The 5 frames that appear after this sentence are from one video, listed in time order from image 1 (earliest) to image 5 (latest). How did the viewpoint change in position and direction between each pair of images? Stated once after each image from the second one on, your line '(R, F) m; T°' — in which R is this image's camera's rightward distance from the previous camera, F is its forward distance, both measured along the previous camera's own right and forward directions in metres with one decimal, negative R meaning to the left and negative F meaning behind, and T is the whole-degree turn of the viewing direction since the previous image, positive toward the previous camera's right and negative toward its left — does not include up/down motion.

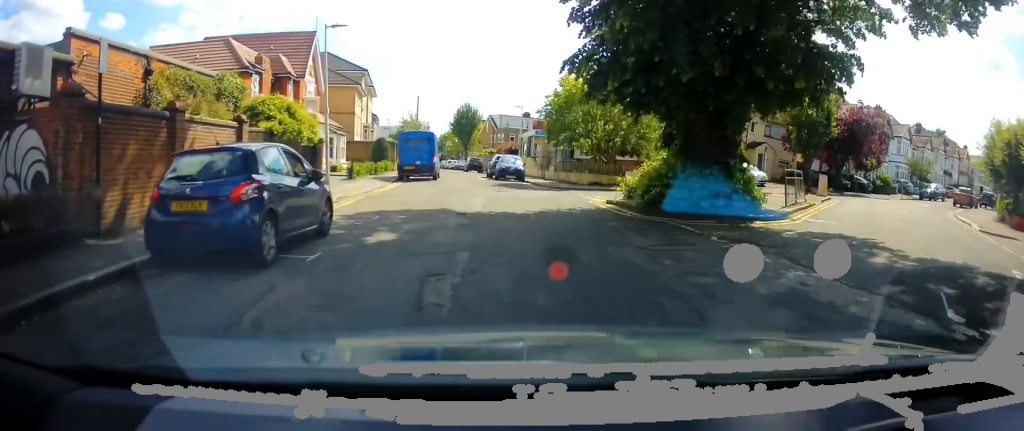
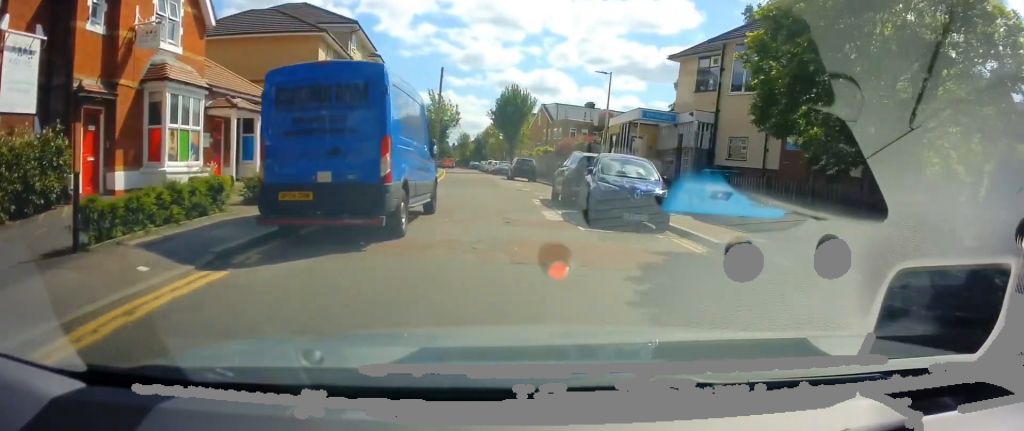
(-0.4, +20.9) m; -2°
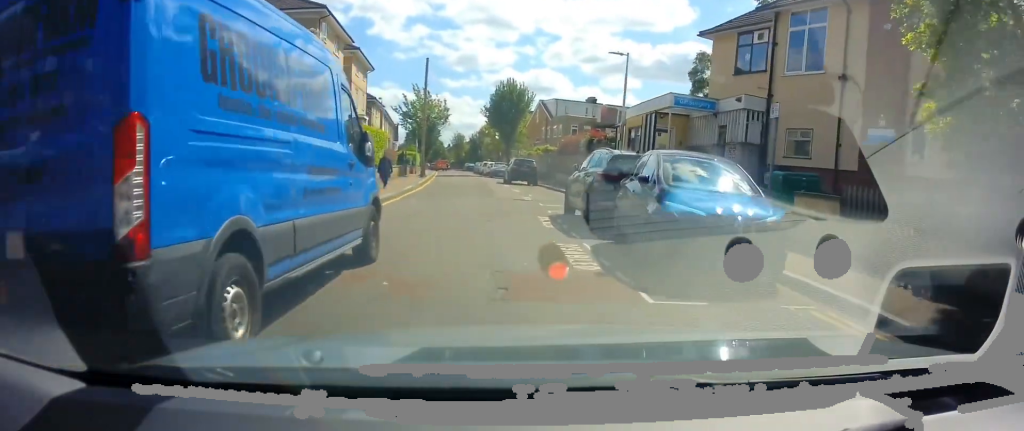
(+0.1, +5.4) m; 0°
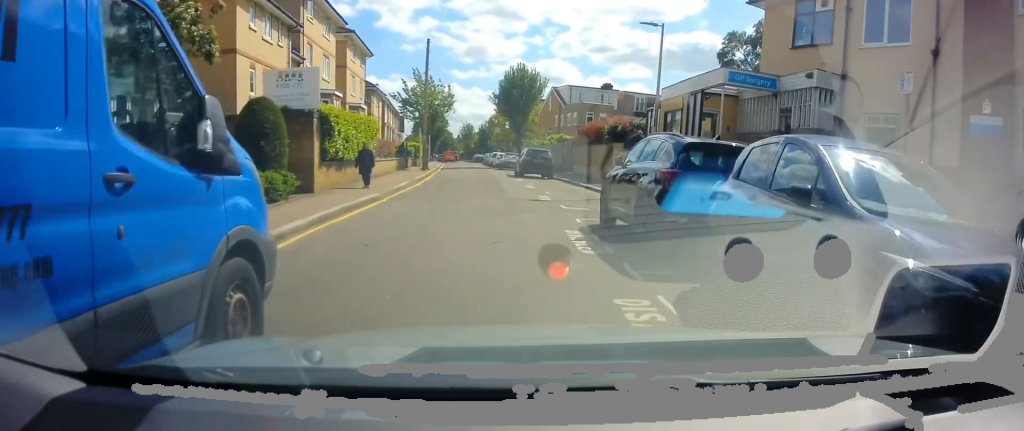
(-0.1, +3.7) m; -2°
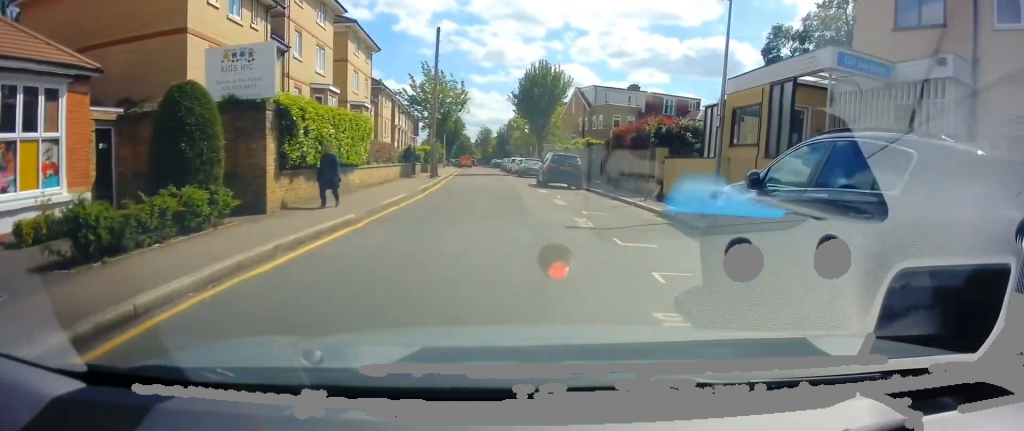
(-0.1, +4.7) m; -2°
